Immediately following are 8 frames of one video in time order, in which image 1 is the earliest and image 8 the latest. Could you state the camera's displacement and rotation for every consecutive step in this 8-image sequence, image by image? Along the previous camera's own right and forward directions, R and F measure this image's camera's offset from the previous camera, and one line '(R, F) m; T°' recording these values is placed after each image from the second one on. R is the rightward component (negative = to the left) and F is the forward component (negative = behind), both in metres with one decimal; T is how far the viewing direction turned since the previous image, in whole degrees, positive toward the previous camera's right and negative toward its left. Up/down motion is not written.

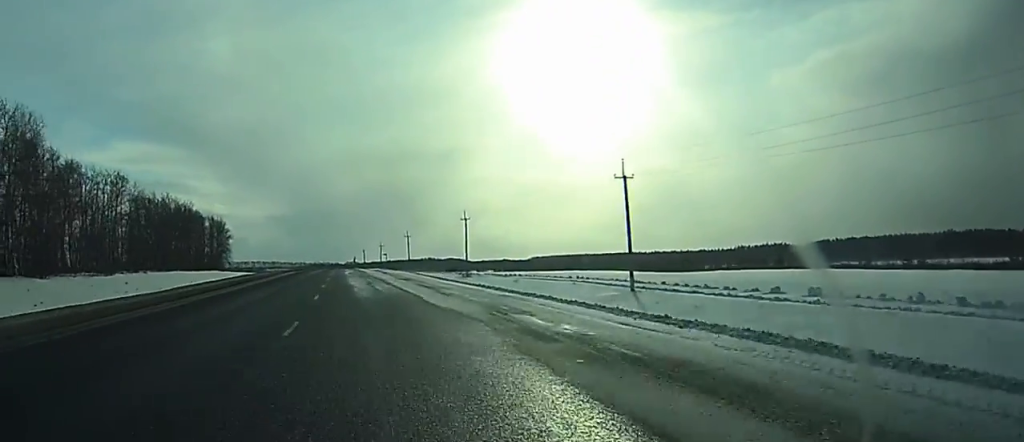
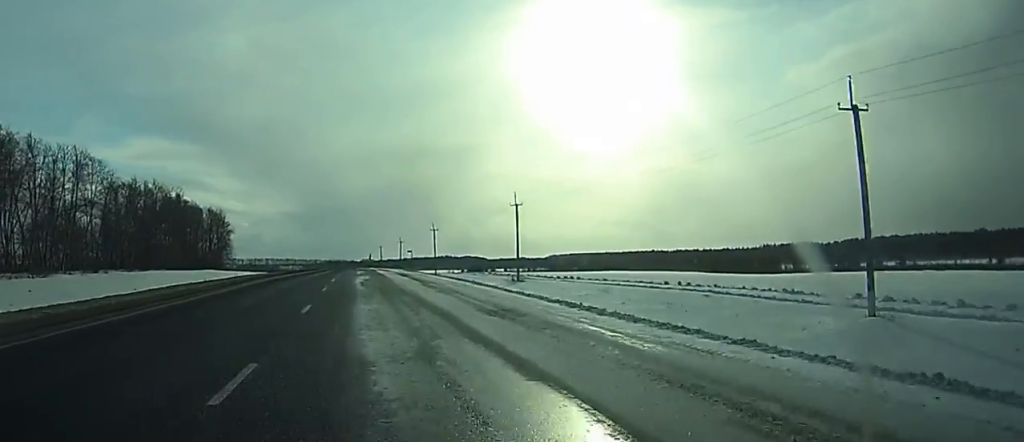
(-0.3, +30.3) m; -1°
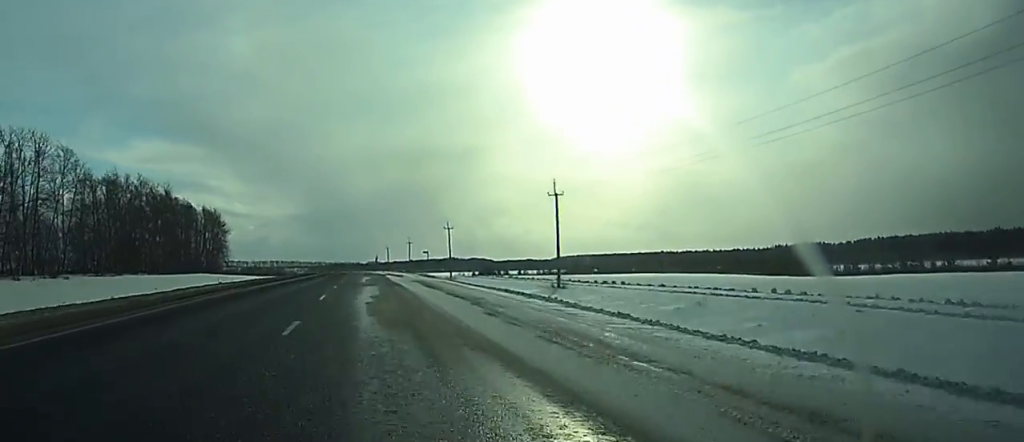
(0.0, +17.5) m; -1°
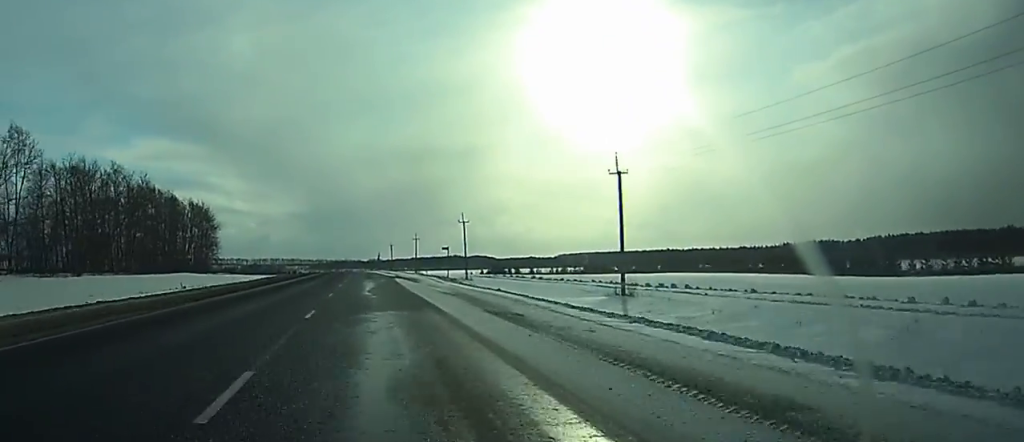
(-0.2, +19.3) m; -1°
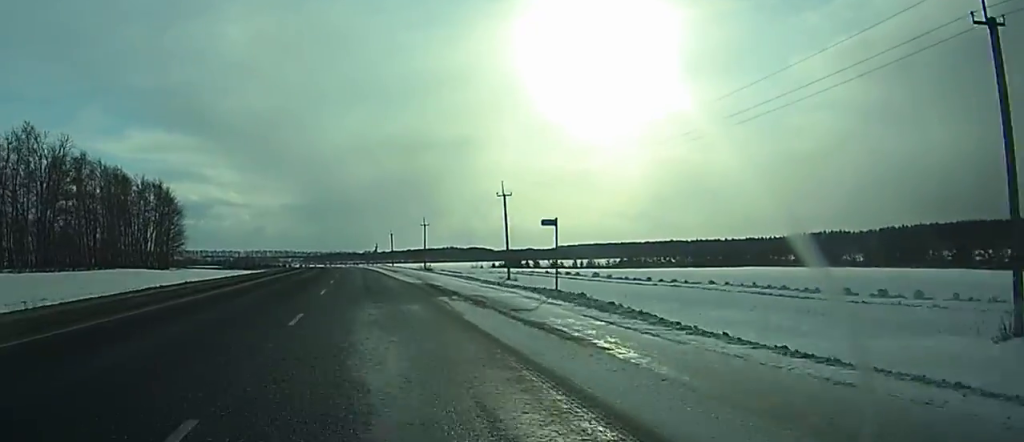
(-0.4, +38.9) m; -1°
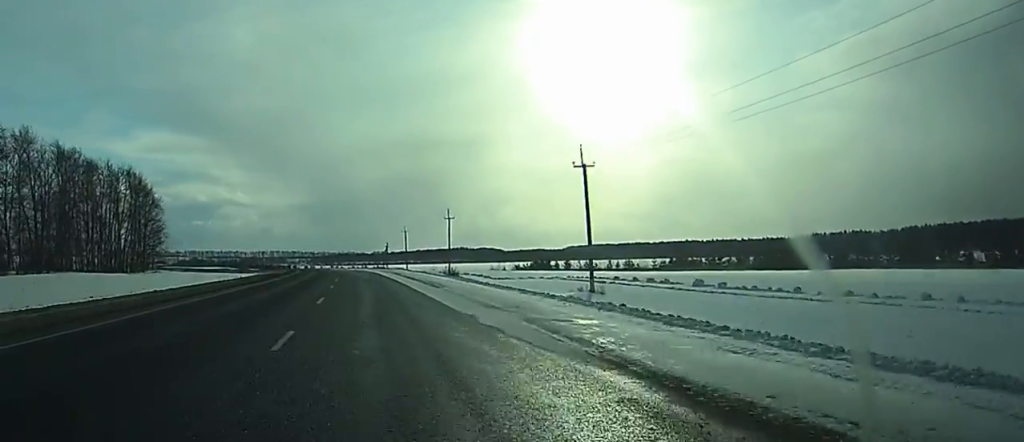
(0.0, +28.0) m; 0°
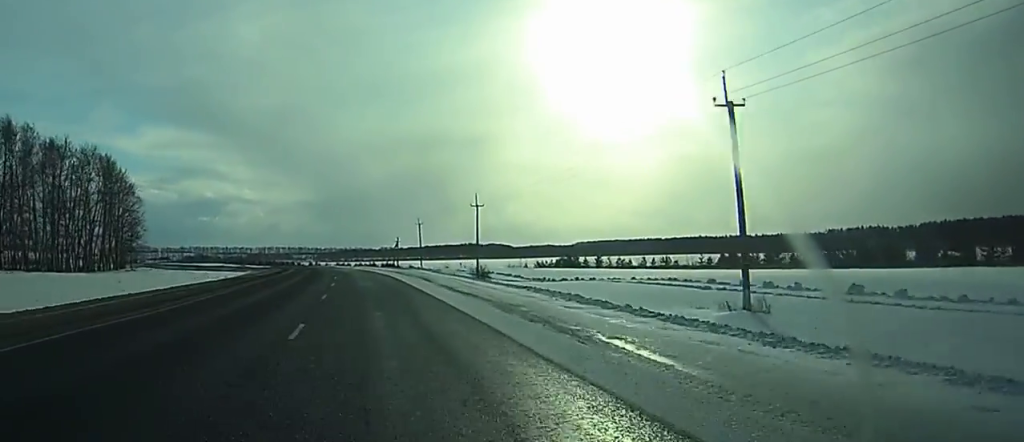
(0.0, +22.5) m; 0°
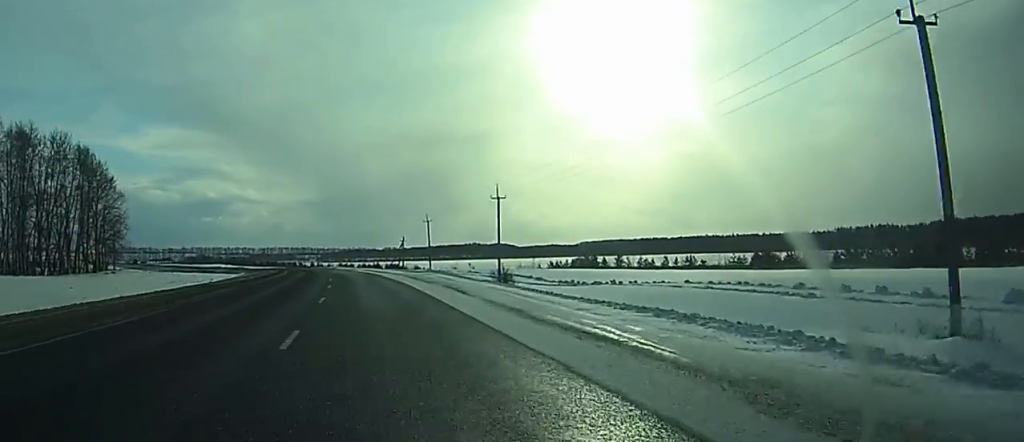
(-0.1, +13.2) m; 0°
